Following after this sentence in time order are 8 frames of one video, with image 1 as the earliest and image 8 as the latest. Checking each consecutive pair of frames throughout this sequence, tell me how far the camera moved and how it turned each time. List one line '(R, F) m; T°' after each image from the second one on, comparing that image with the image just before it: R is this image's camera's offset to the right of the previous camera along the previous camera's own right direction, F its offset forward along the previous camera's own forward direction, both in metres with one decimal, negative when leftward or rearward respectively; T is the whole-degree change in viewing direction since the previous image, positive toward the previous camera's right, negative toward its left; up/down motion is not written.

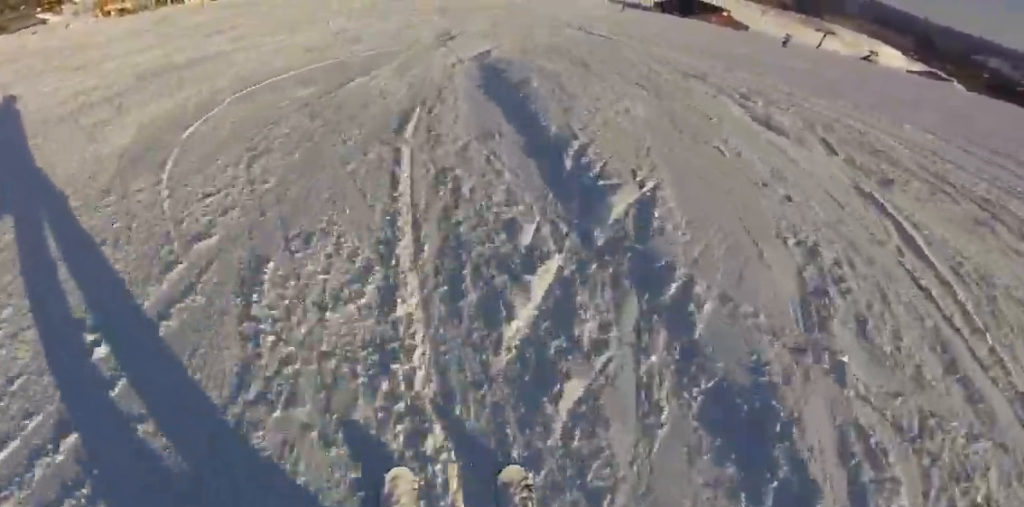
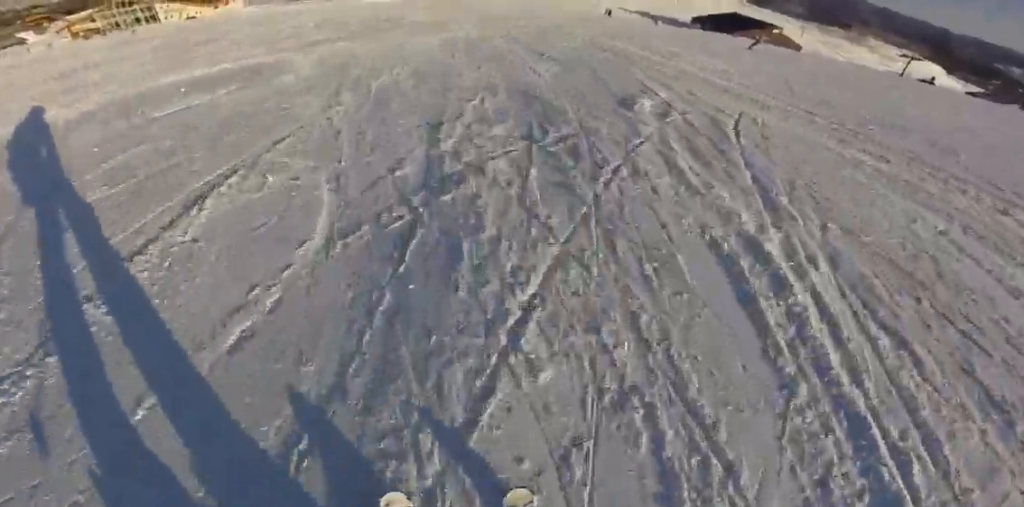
(+0.1, +20.7) m; -1°
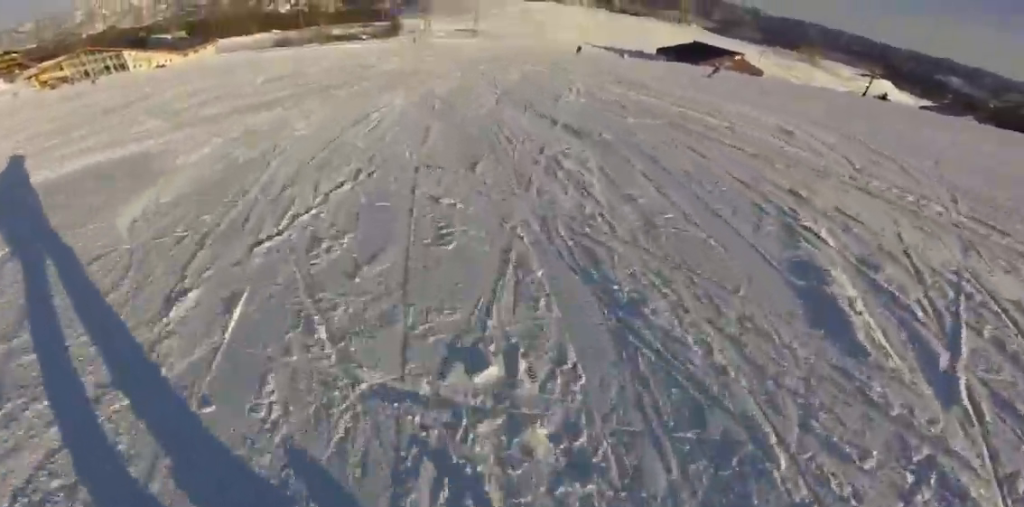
(-0.1, +3.8) m; +2°
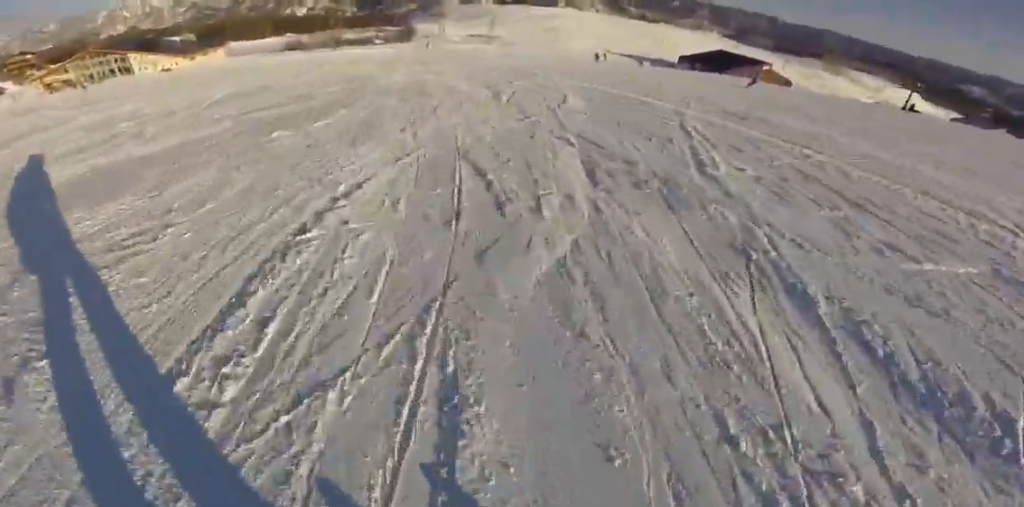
(+0.1, +5.2) m; +3°
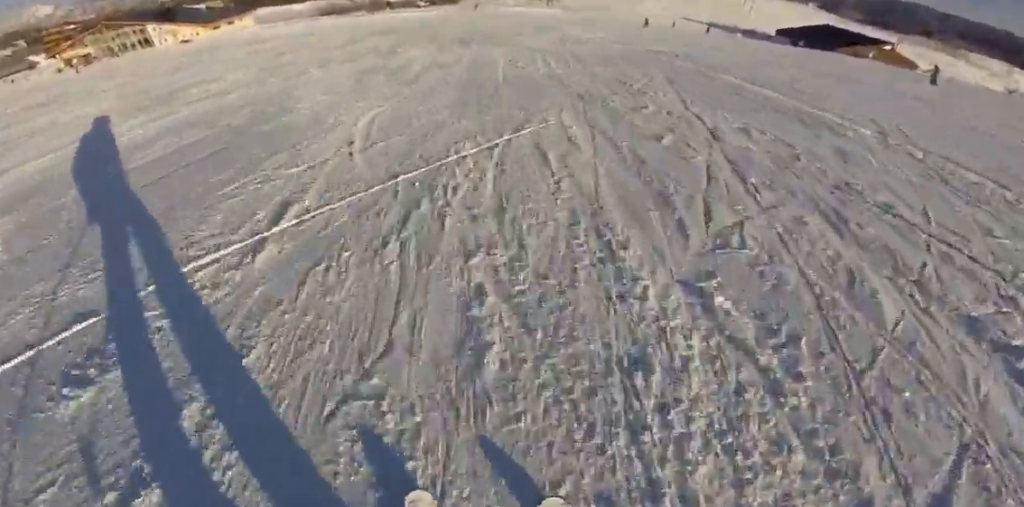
(+0.6, +13.0) m; -5°
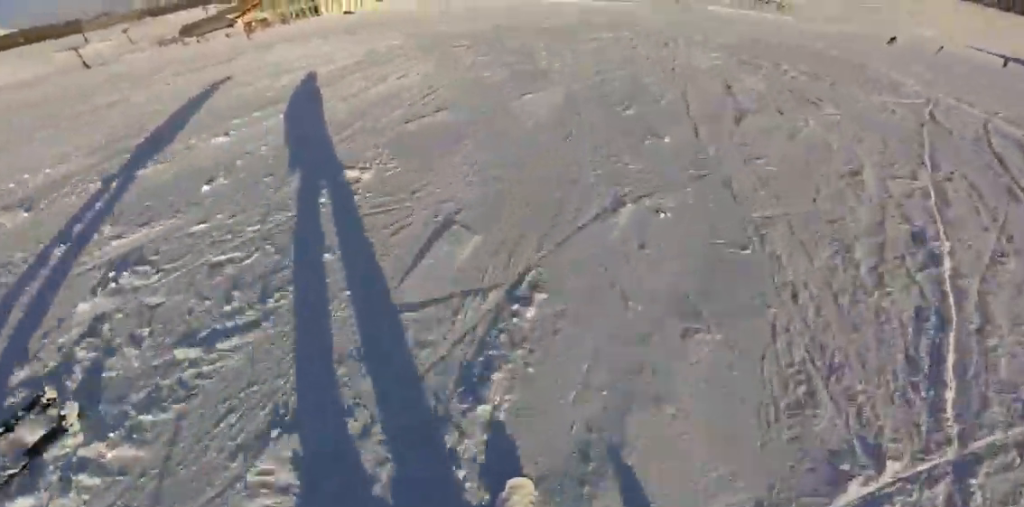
(-1.4, +13.0) m; 0°
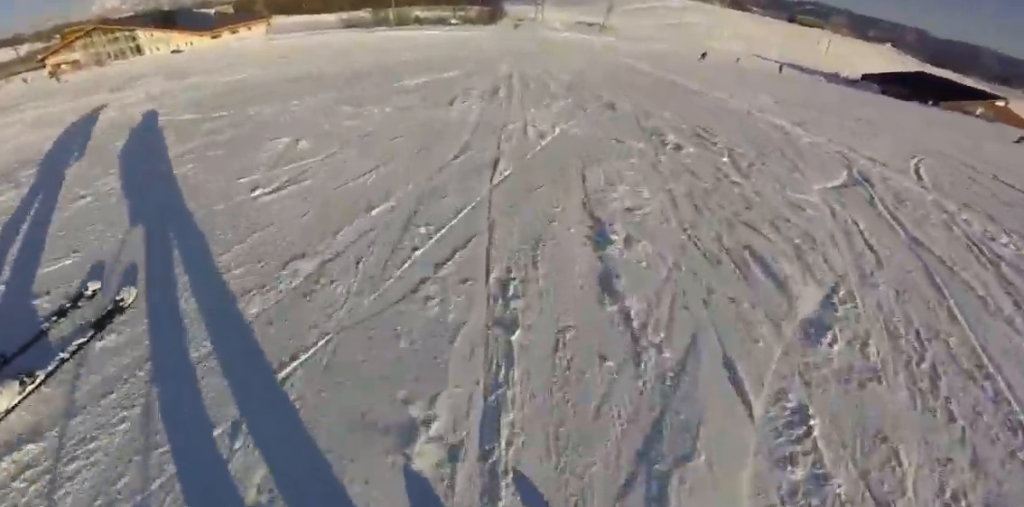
(+0.7, +4.6) m; +6°
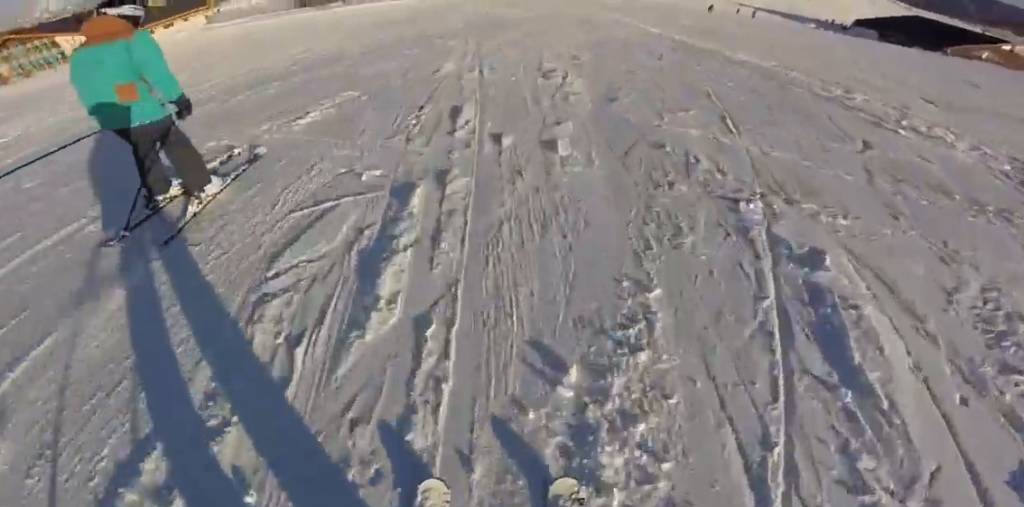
(+0.4, +6.2) m; -1°
